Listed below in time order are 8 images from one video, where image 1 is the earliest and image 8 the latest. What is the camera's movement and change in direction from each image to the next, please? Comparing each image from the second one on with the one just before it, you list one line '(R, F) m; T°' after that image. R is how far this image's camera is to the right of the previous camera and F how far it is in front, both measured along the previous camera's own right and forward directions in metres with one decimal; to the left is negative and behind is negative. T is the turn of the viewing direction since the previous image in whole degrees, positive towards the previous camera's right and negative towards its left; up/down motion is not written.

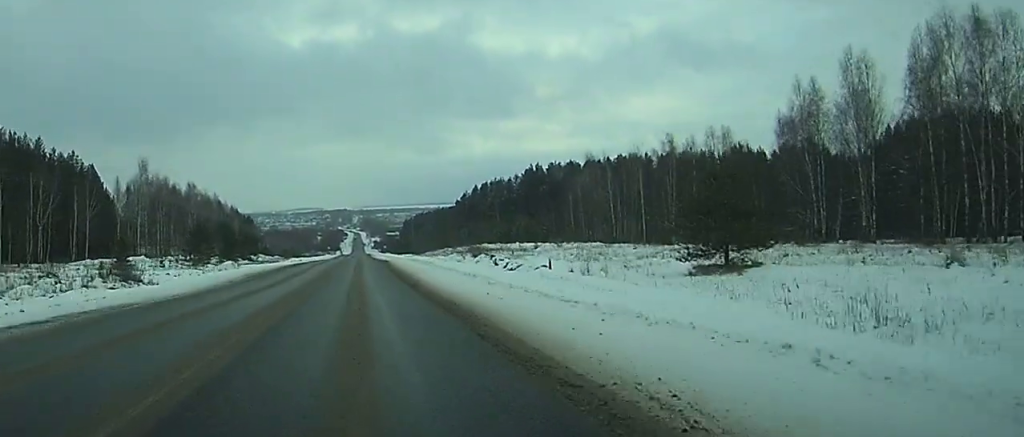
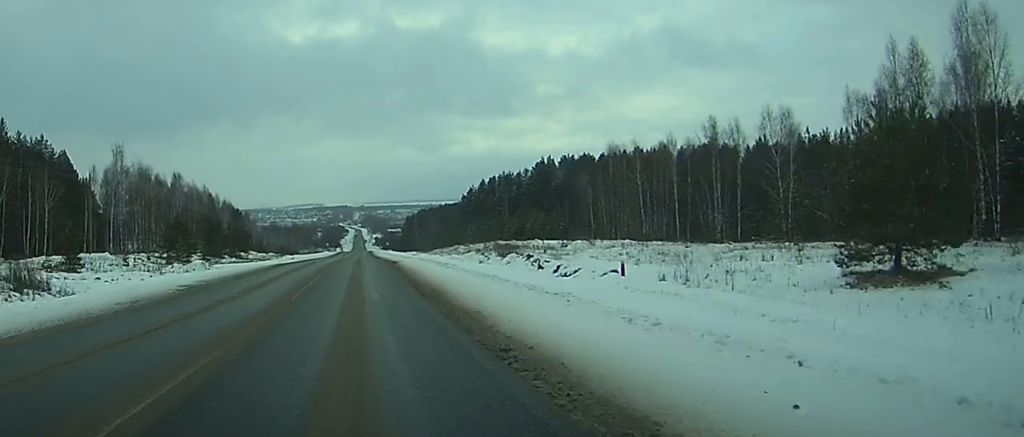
(0.0, +16.5) m; 0°
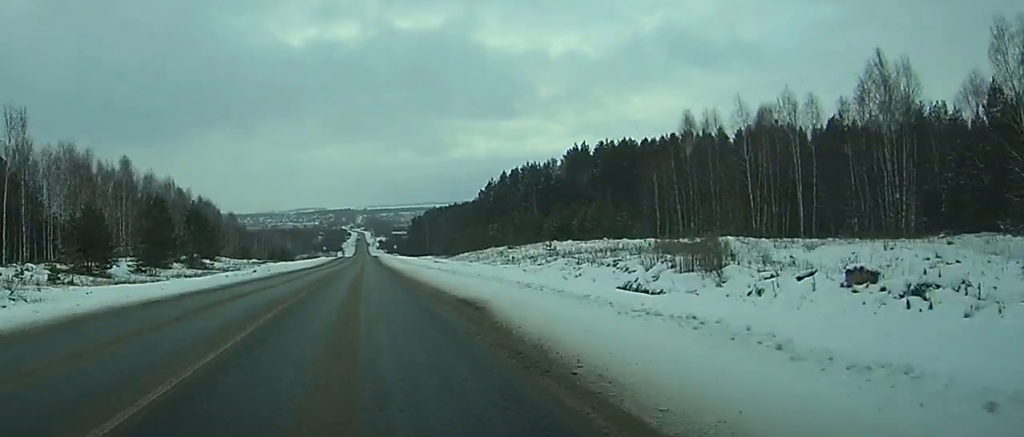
(0.0, +40.4) m; 0°
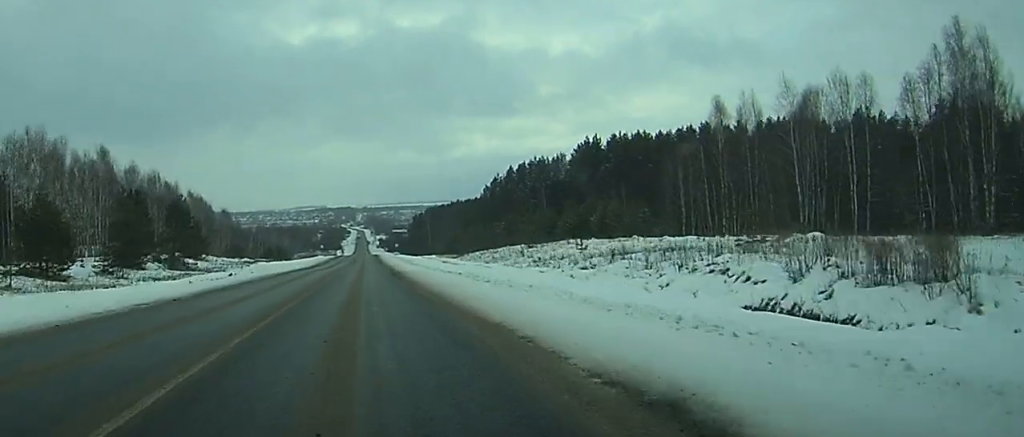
(0.0, +11.9) m; 0°
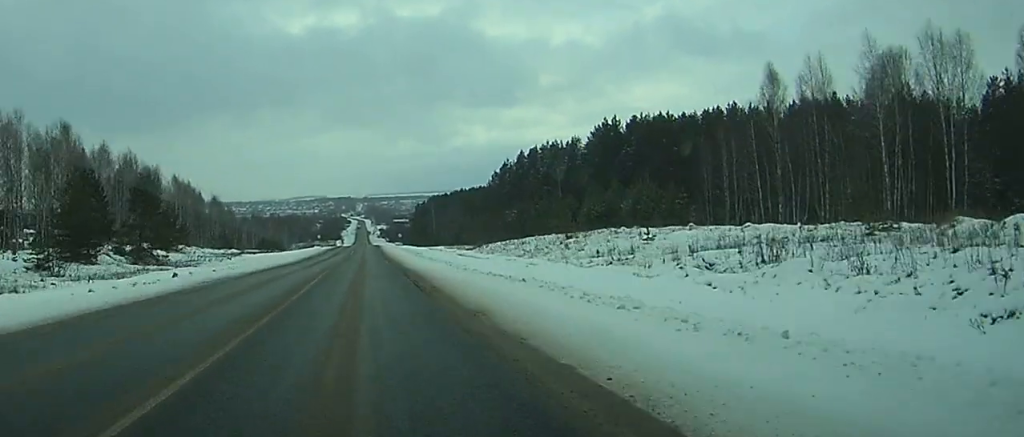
(0.0, +16.6) m; 0°
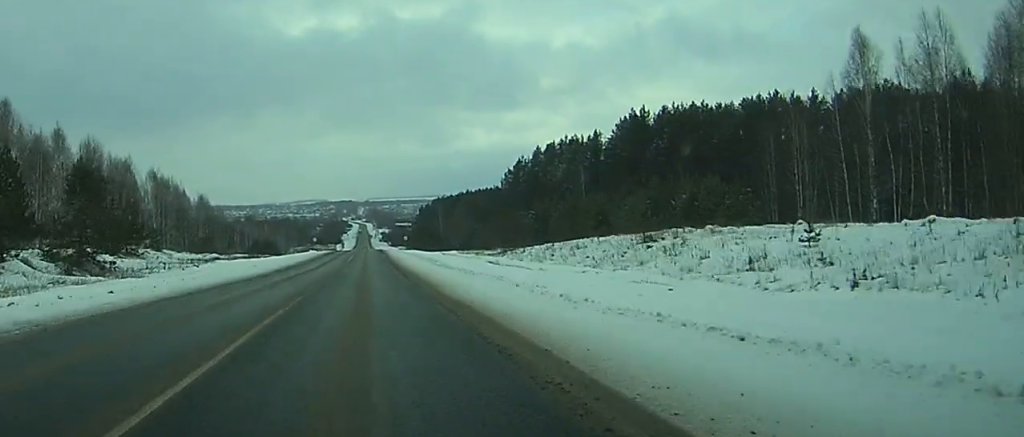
(0.0, +20.3) m; 0°
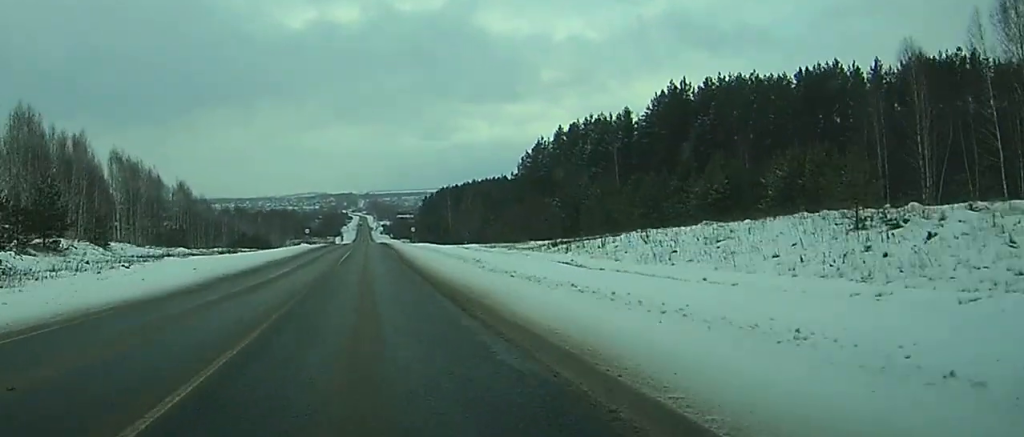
(0.0, +24.0) m; 0°
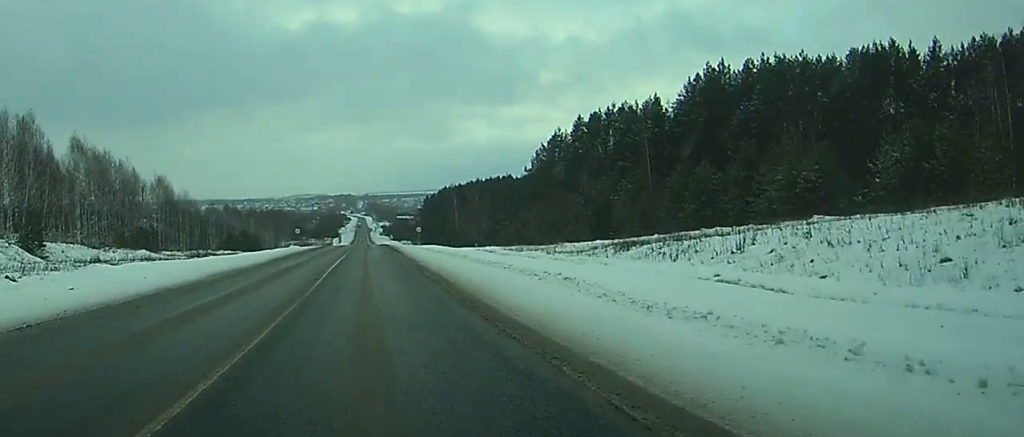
(0.0, +18.5) m; 0°
